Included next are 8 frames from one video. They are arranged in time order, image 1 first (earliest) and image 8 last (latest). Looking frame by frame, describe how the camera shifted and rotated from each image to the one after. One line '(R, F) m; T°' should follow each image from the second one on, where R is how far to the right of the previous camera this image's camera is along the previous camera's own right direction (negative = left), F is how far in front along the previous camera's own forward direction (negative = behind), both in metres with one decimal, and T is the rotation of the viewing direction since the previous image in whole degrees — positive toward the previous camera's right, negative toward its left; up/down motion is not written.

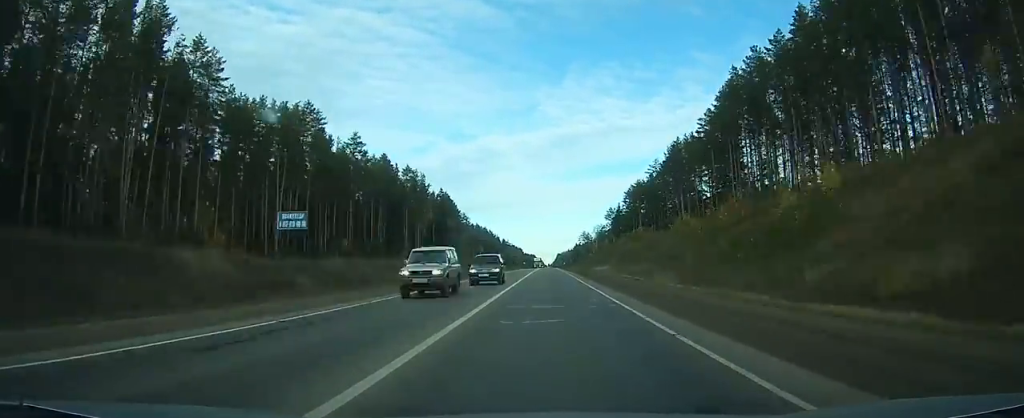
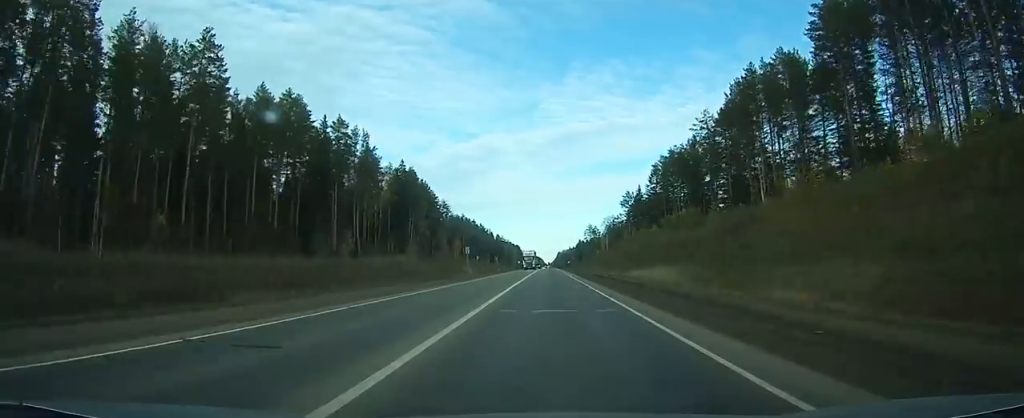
(0.0, +54.6) m; 0°
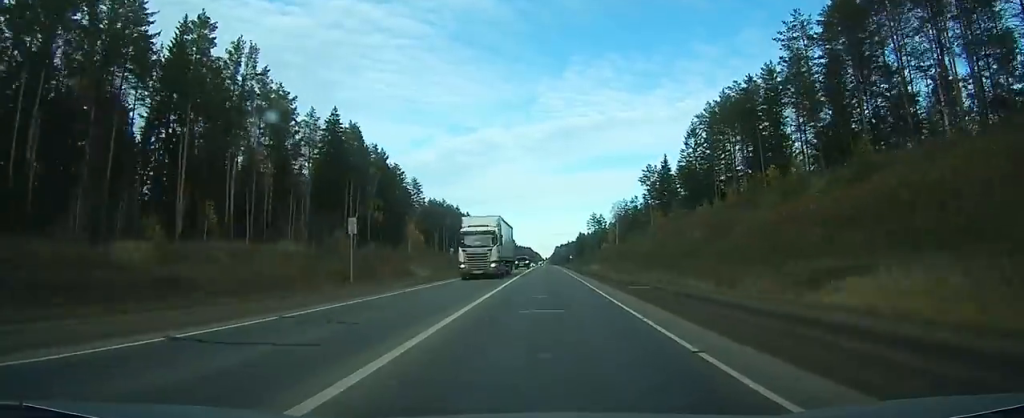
(+0.3, +46.6) m; 0°
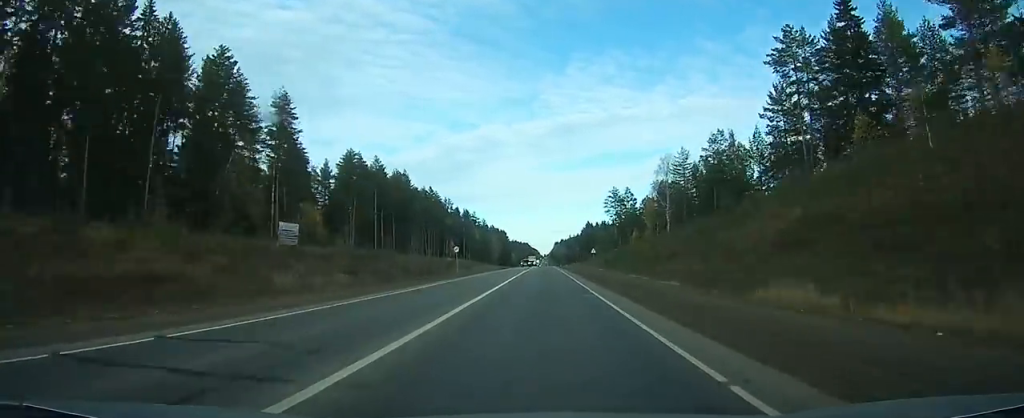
(-0.2, +94.5) m; 0°
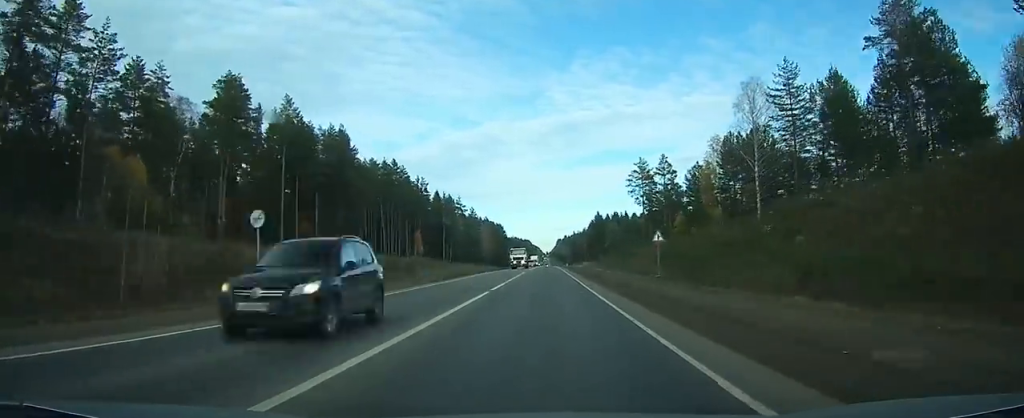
(-0.2, +53.6) m; 0°
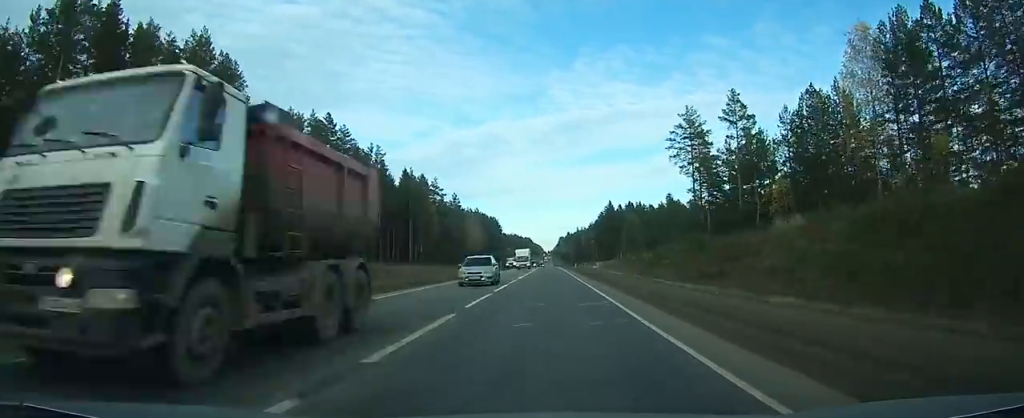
(+0.3, +49.2) m; 0°
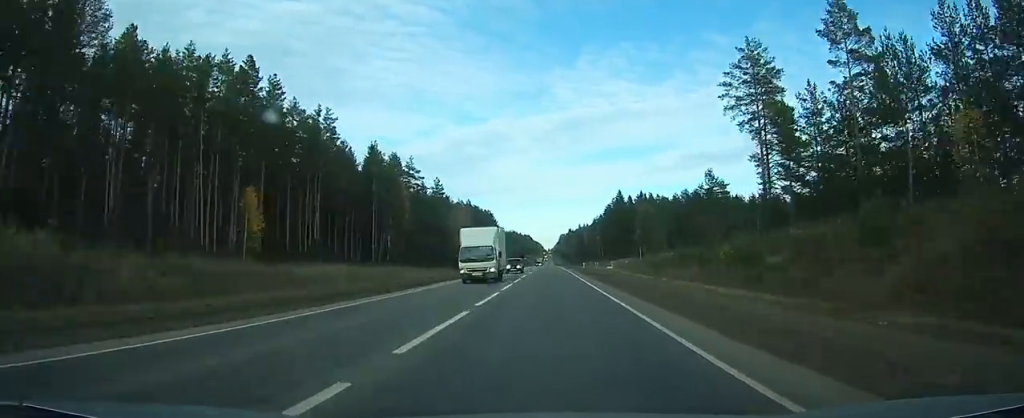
(0.0, +31.3) m; 0°
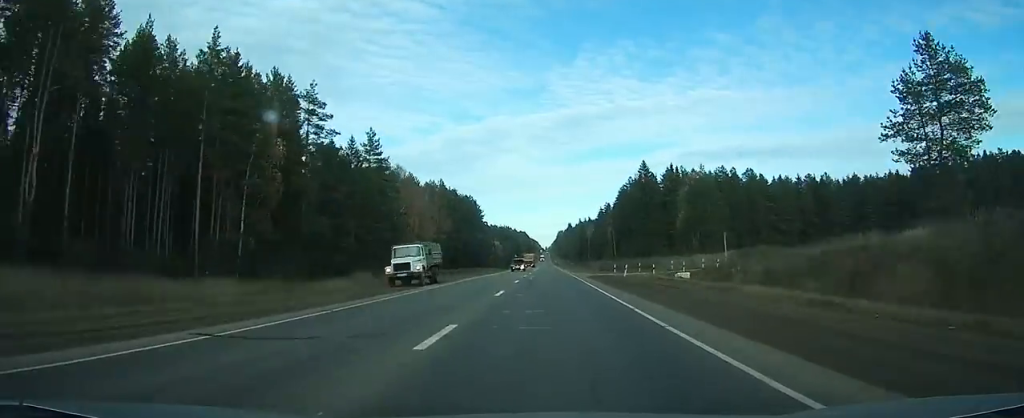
(0.0, +58.8) m; 0°
